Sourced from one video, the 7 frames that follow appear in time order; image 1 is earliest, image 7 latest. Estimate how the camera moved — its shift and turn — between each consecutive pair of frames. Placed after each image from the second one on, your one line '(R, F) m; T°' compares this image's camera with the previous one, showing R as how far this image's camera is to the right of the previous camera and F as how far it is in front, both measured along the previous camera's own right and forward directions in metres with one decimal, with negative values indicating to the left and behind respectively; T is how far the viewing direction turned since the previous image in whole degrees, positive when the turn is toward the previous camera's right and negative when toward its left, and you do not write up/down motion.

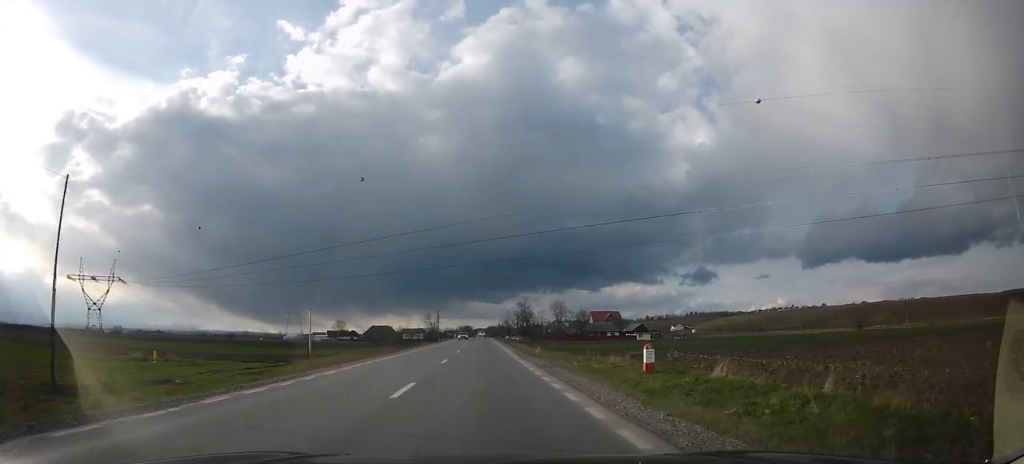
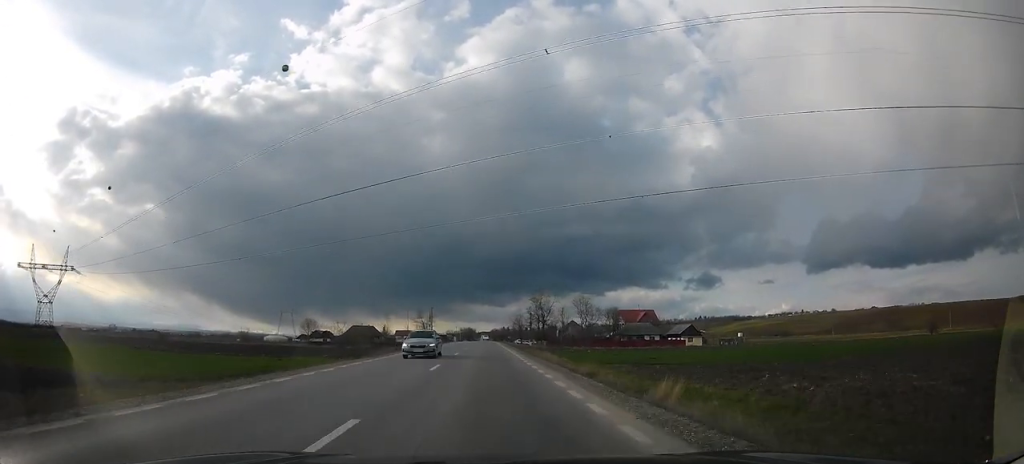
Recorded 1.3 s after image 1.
(-0.5, +30.6) m; +1°
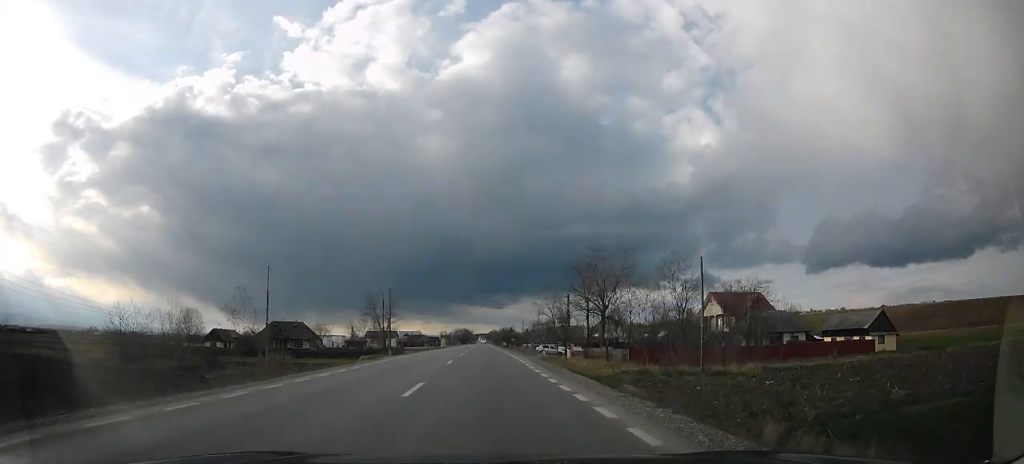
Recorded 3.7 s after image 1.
(+1.7, +56.0) m; 0°
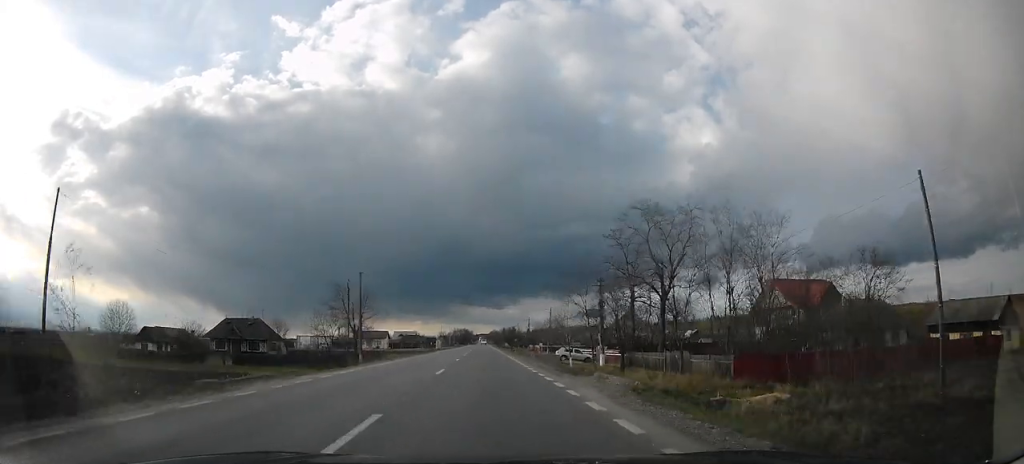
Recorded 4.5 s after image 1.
(-0.2, +18.0) m; -1°
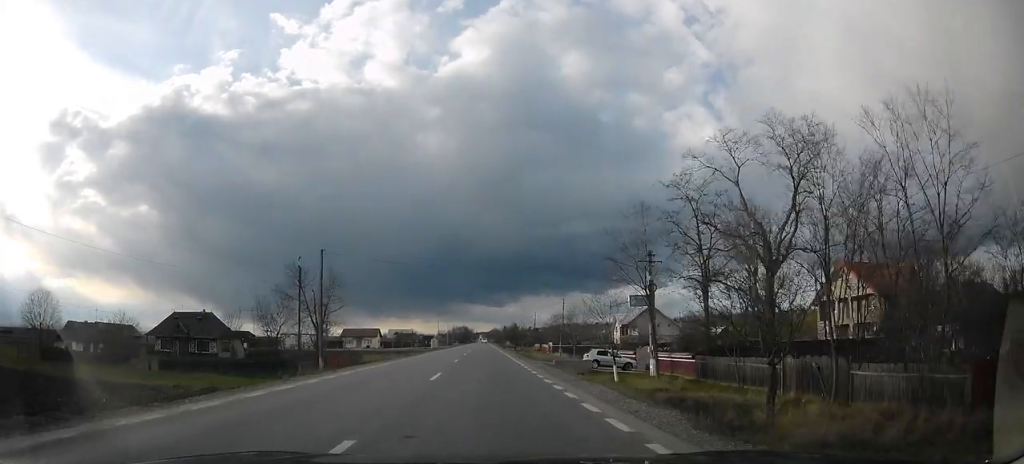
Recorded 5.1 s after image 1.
(+0.1, +14.1) m; -1°
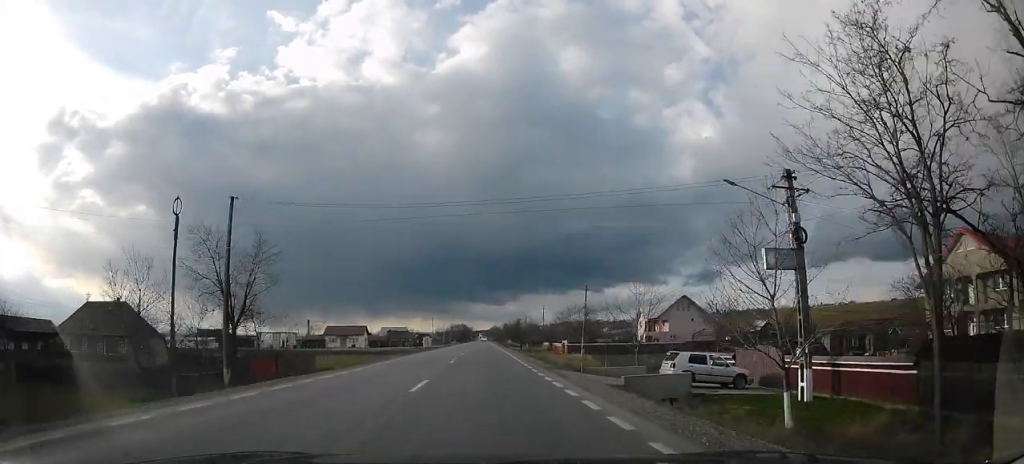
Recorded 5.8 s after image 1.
(-0.4, +16.5) m; 0°
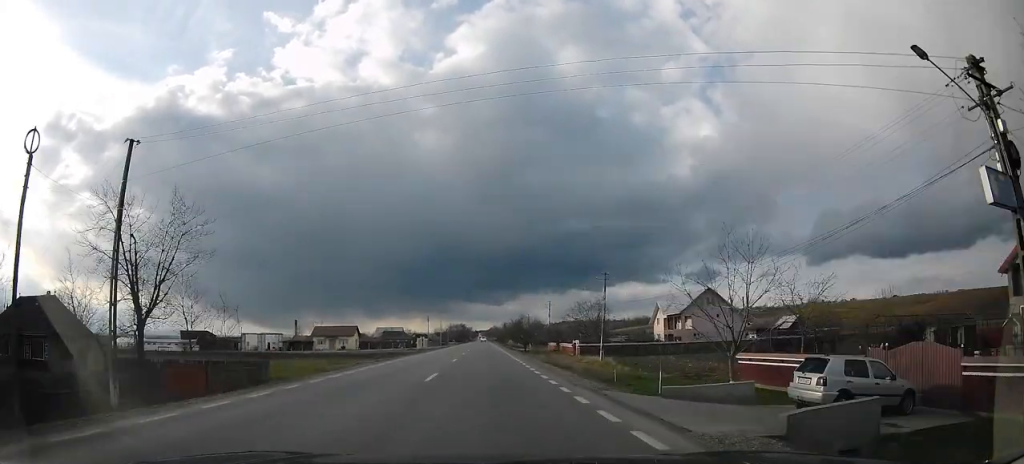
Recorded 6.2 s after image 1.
(-0.1, +9.4) m; 0°
